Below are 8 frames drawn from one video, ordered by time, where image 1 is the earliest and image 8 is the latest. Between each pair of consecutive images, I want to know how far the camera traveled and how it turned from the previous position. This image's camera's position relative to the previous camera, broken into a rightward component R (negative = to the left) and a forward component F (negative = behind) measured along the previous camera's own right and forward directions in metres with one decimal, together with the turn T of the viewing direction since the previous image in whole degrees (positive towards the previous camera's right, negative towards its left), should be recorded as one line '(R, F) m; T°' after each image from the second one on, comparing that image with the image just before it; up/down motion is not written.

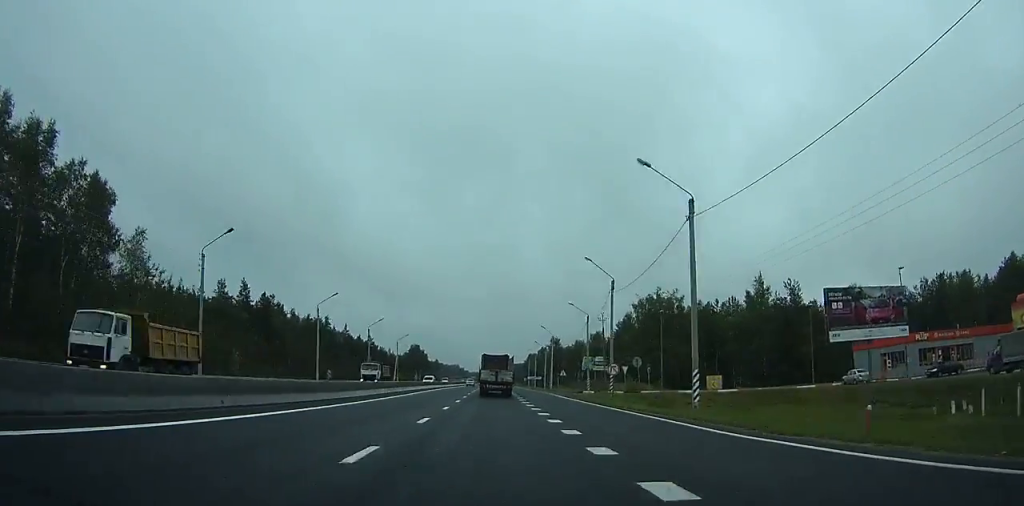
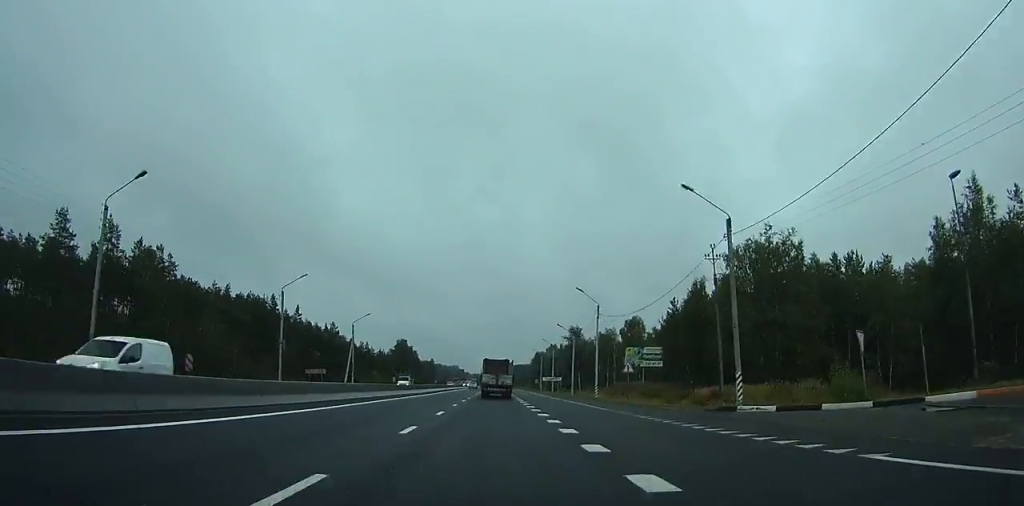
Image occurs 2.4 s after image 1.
(0.0, +42.5) m; 0°
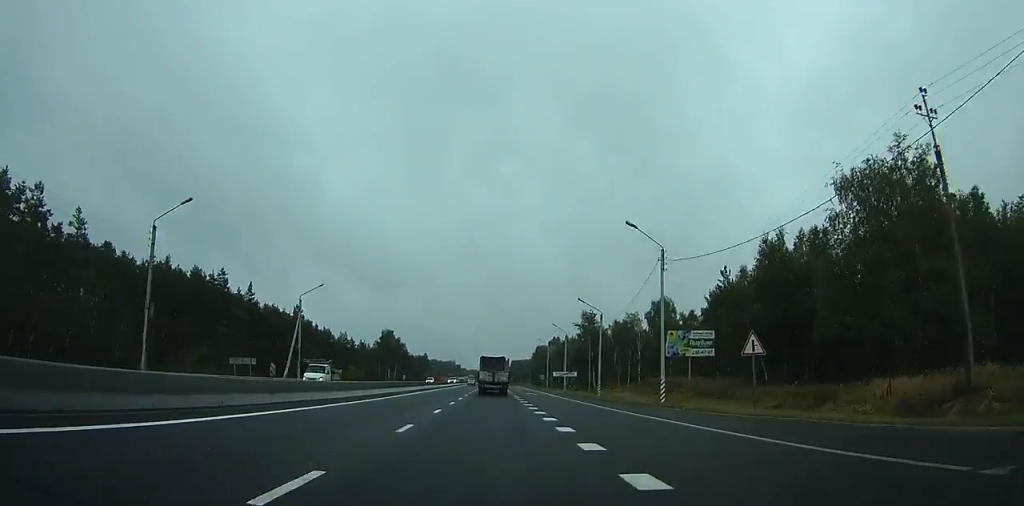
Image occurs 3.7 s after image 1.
(0.0, +23.6) m; 0°
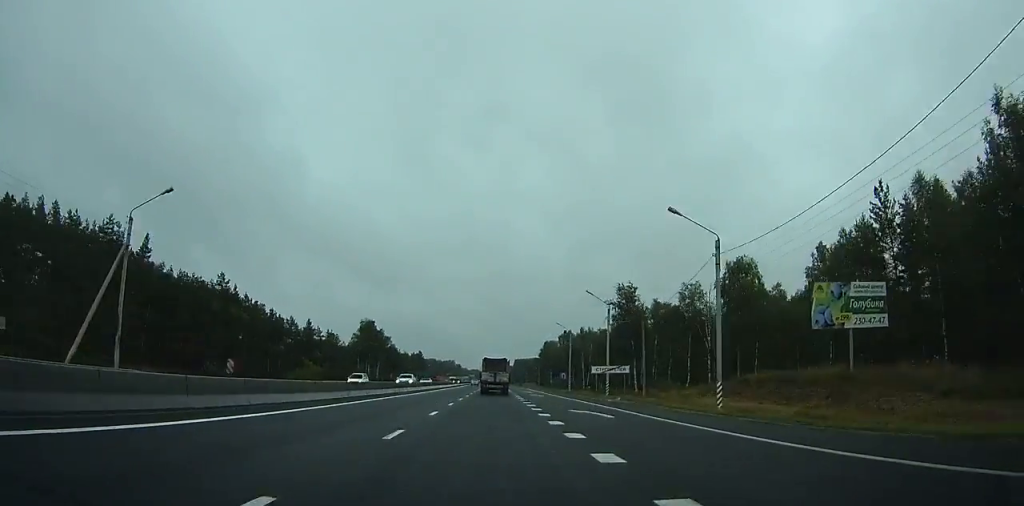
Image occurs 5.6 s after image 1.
(+0.1, +33.2) m; 0°
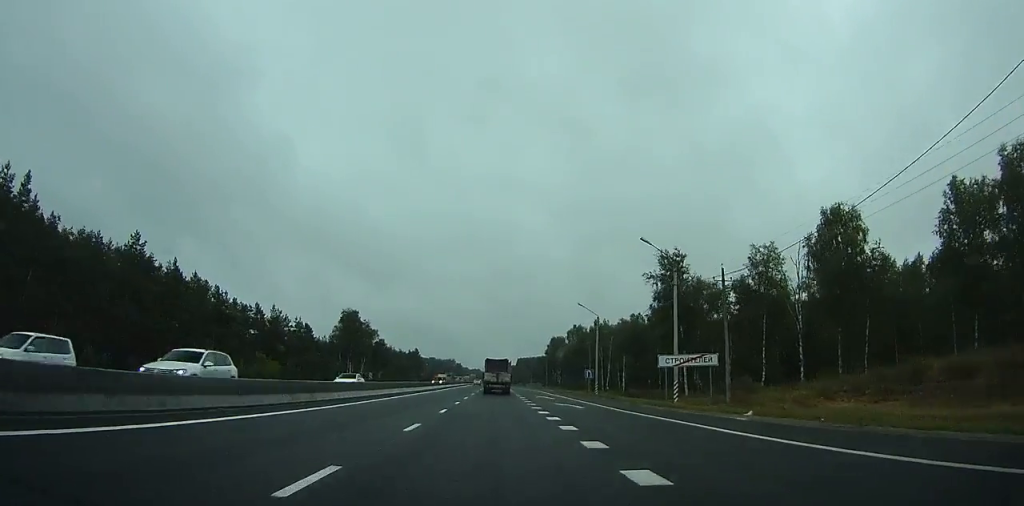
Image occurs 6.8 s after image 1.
(+0.1, +21.6) m; 0°
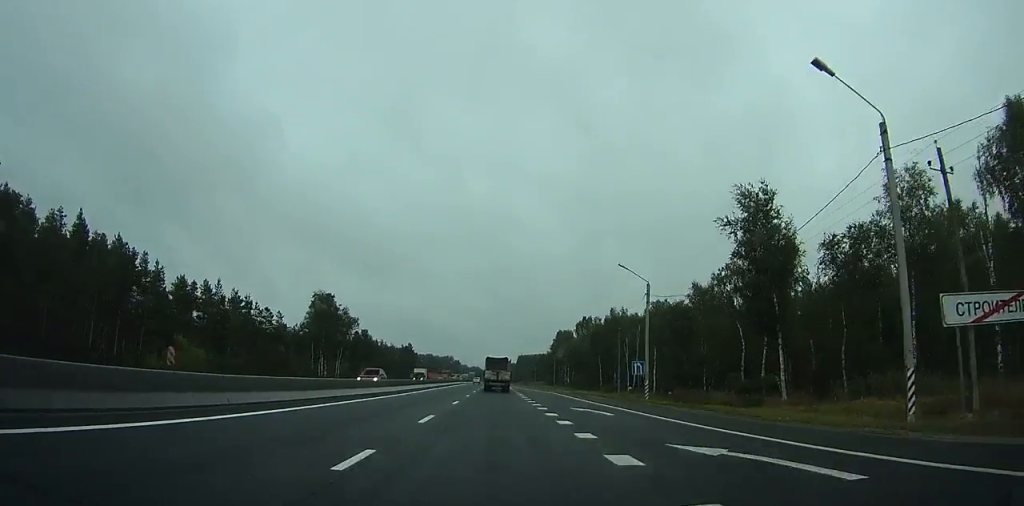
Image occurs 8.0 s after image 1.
(0.0, +21.9) m; 0°
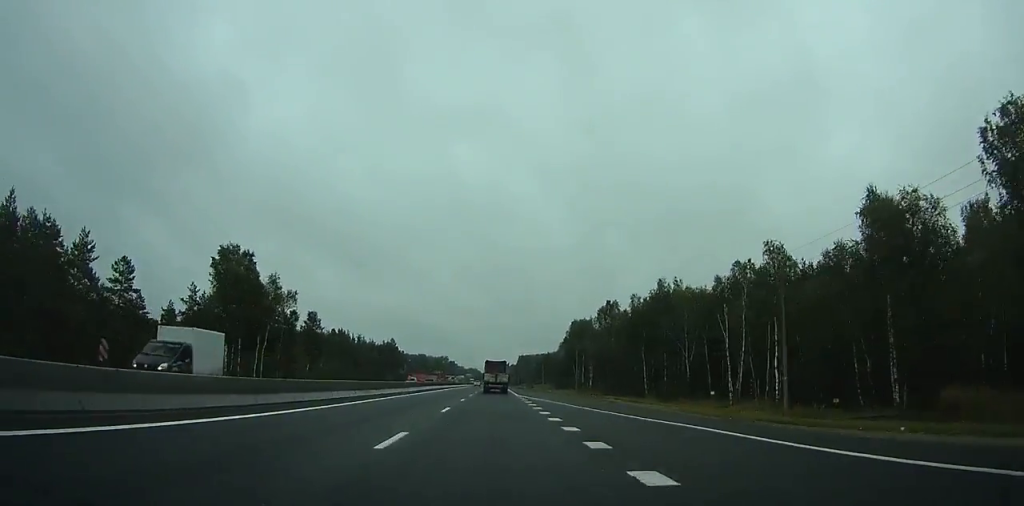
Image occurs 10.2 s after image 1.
(-0.1, +40.9) m; 0°
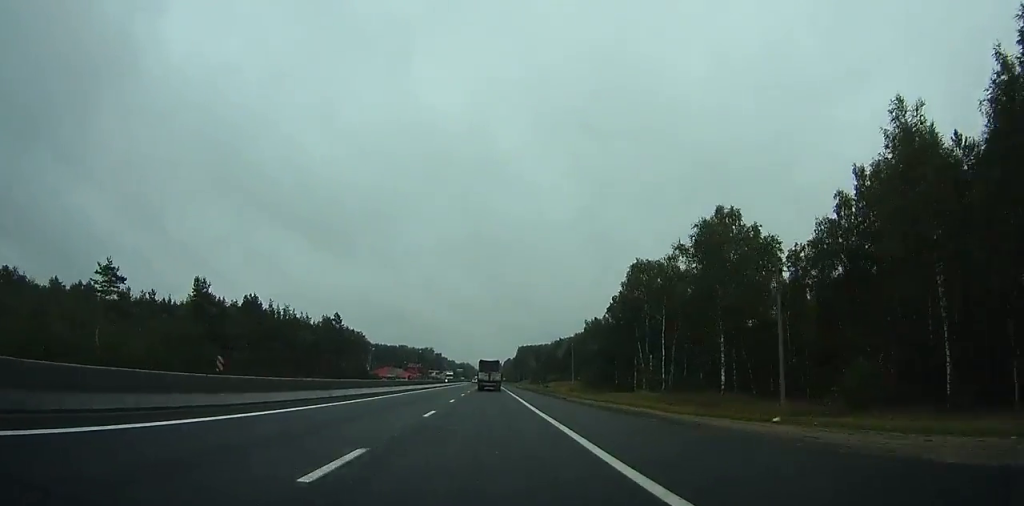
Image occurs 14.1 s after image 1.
(-0.1, +74.0) m; 0°
